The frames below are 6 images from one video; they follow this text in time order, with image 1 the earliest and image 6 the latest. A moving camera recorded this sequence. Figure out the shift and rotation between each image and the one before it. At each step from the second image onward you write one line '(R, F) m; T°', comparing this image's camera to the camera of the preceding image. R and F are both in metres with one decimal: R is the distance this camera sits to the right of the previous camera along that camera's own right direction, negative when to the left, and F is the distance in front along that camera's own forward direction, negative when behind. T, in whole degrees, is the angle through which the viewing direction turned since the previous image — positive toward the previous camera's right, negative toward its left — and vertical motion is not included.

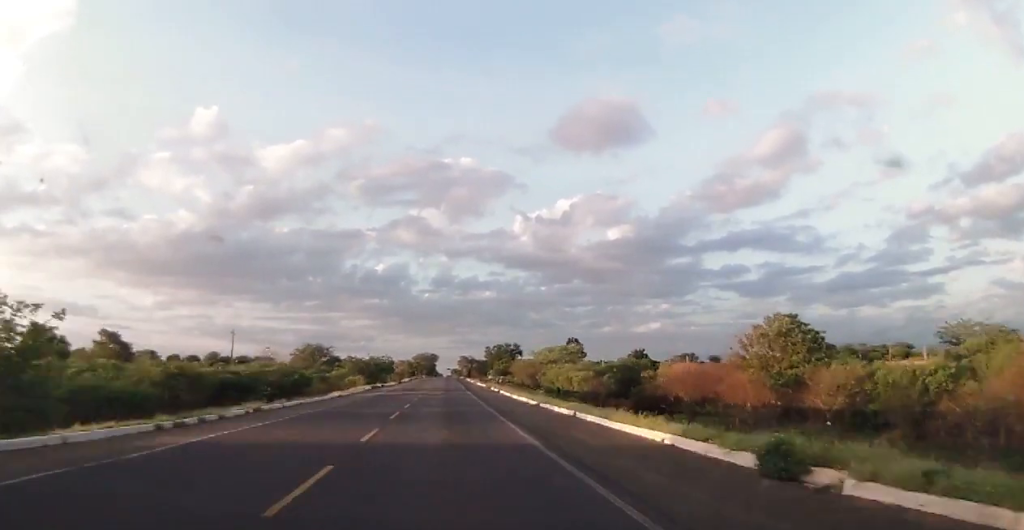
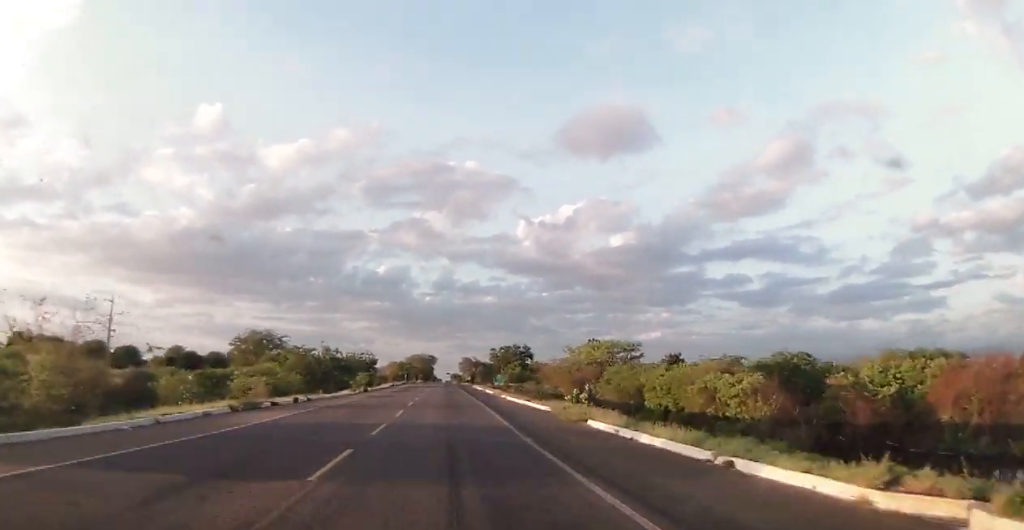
(-0.2, +47.8) m; 0°
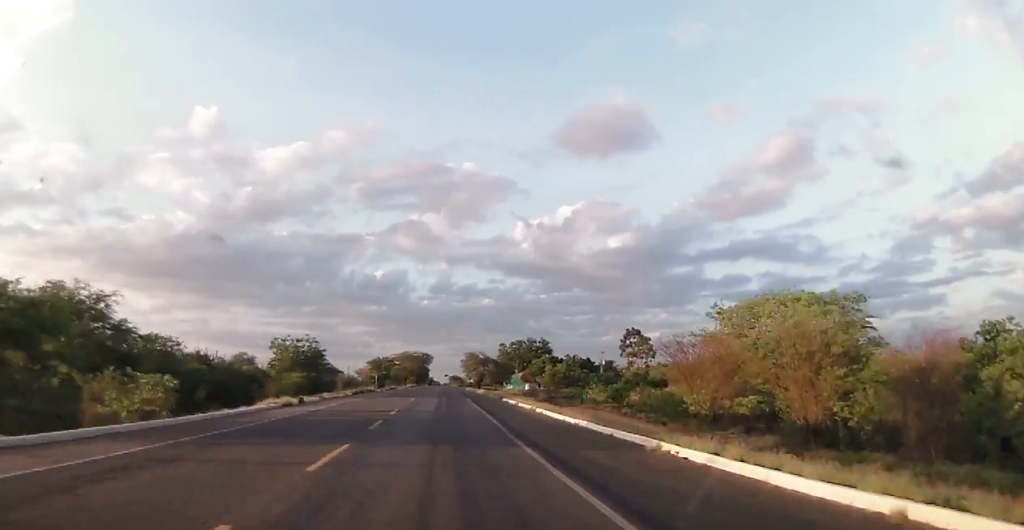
(+0.9, +63.8) m; +1°
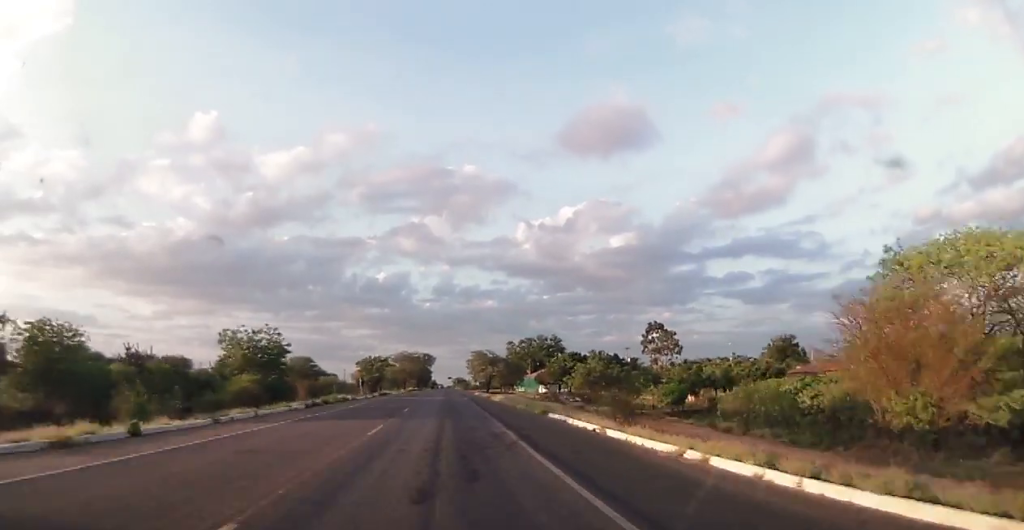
(-0.1, +21.5) m; -1°
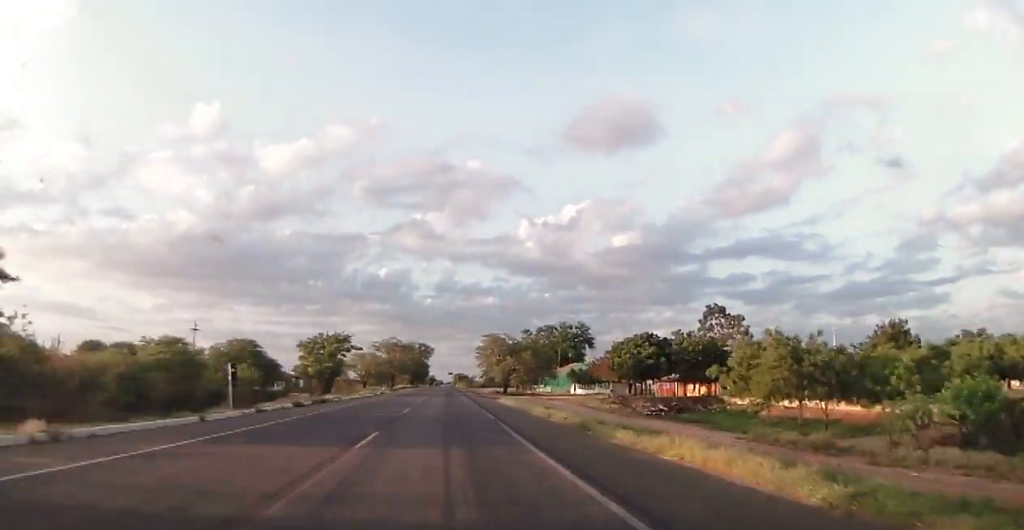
(-0.3, +46.0) m; 0°
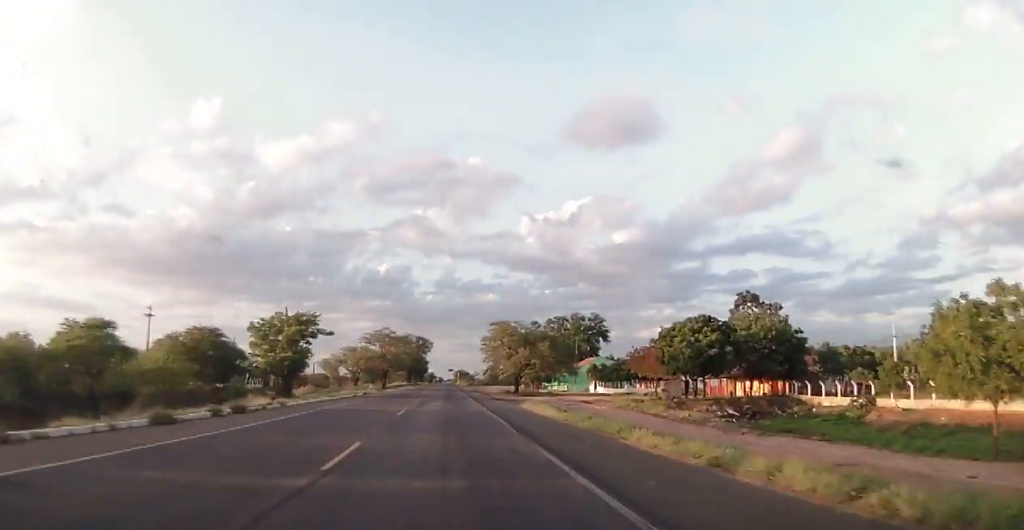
(+0.1, +17.9) m; 0°
